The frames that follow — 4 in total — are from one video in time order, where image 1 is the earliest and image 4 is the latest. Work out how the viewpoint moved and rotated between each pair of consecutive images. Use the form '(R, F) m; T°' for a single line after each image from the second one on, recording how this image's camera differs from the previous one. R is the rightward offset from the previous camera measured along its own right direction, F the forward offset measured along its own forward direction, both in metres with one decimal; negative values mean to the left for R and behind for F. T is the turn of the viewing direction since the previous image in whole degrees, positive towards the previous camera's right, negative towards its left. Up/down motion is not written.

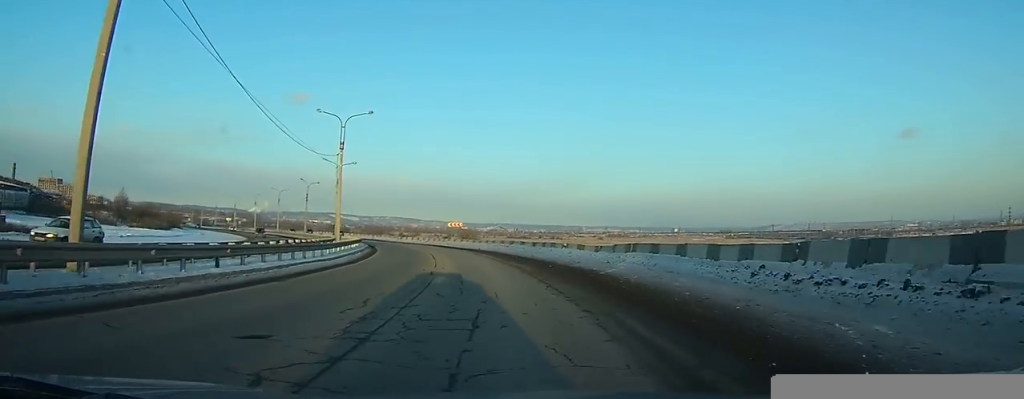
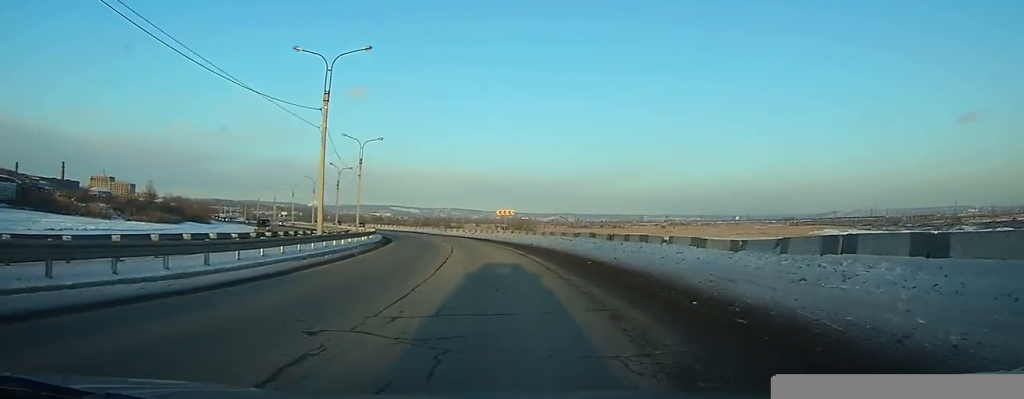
(-0.7, +15.6) m; -5°
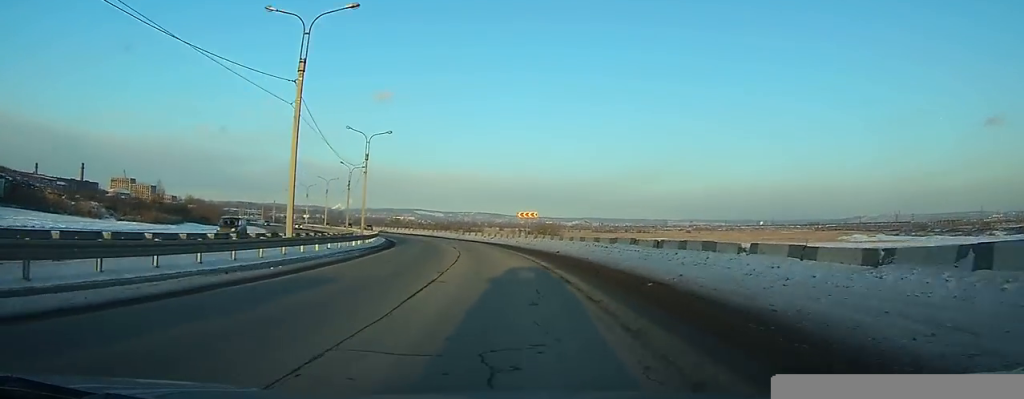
(-0.2, +6.9) m; -2°
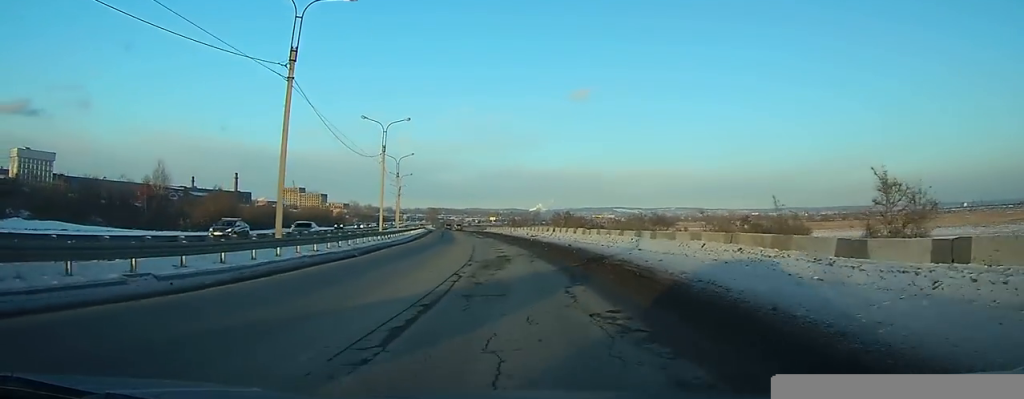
(-15.7, +69.7) m; -24°
